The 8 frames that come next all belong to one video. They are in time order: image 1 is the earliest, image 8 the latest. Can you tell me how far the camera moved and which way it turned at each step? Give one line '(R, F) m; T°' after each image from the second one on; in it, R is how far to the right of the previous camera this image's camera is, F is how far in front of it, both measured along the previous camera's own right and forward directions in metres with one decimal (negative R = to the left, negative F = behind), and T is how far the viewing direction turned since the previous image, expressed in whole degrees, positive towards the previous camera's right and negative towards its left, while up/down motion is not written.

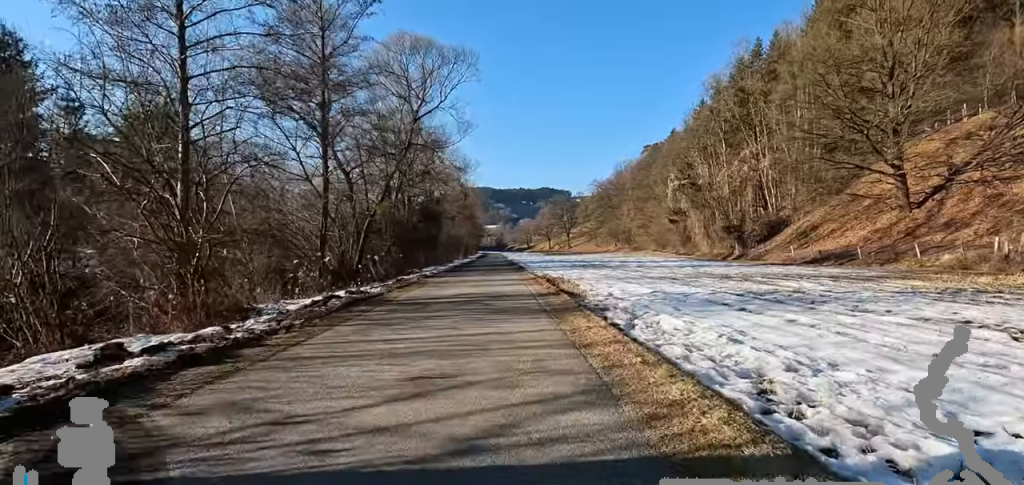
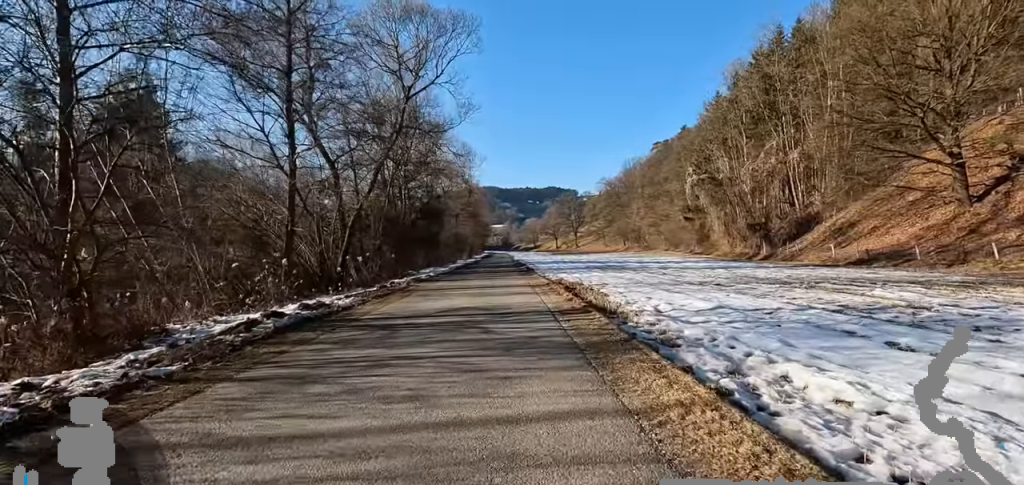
(0.0, +3.8) m; 0°
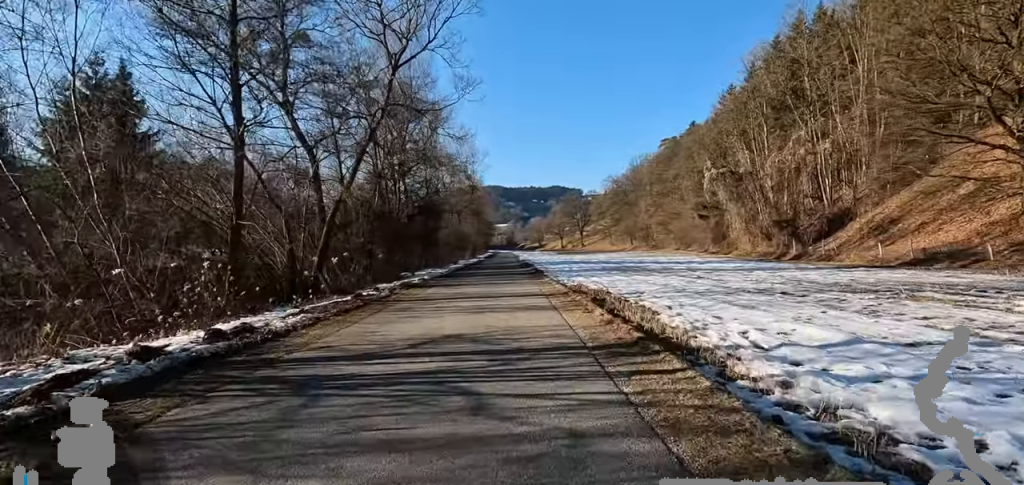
(0.0, +3.8) m; 0°
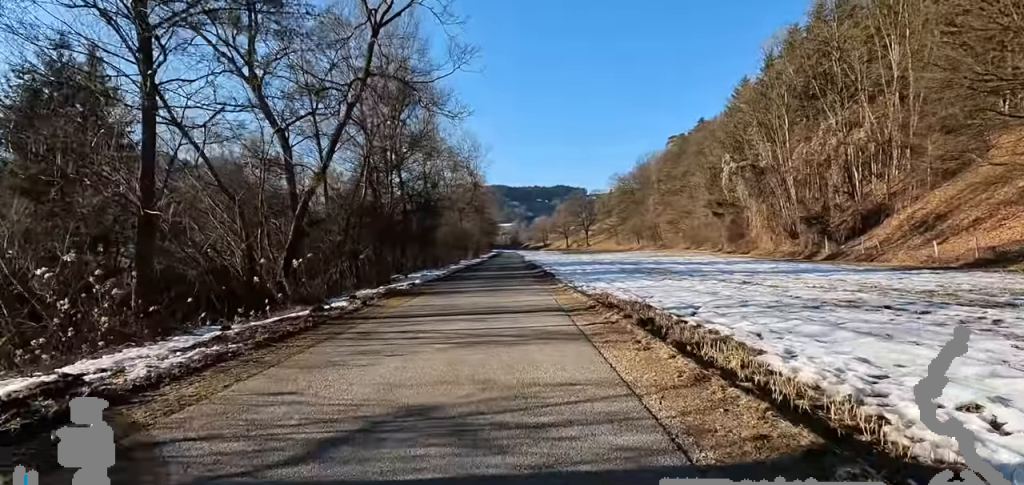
(0.0, +3.5) m; 0°
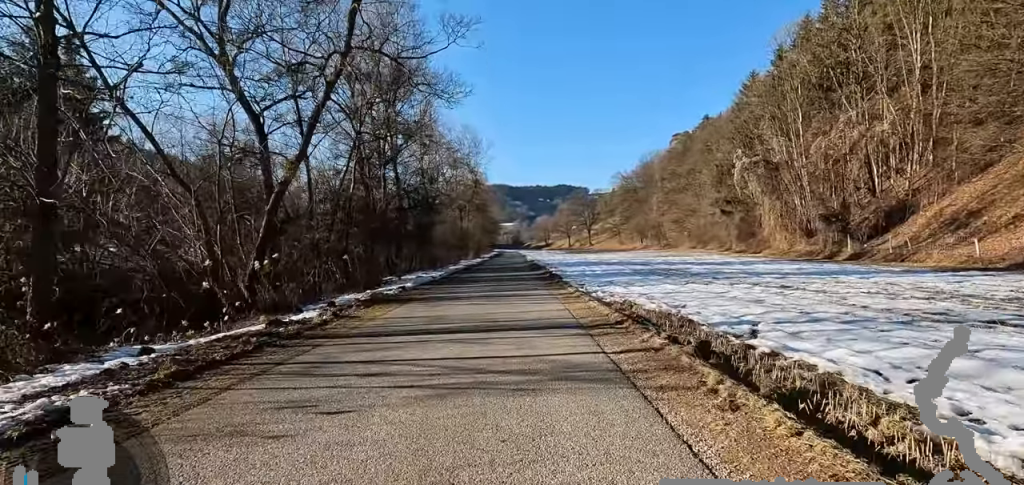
(0.0, +2.2) m; 0°
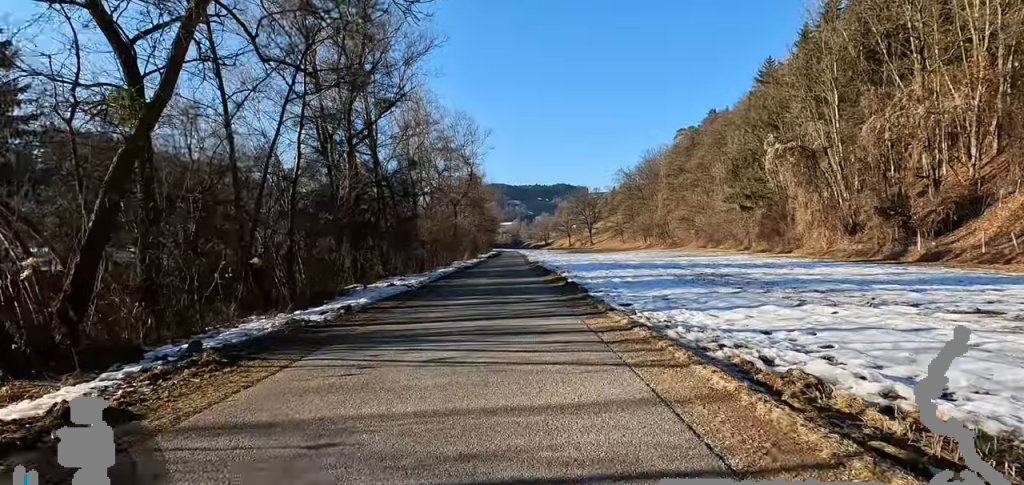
(0.0, +6.1) m; 0°
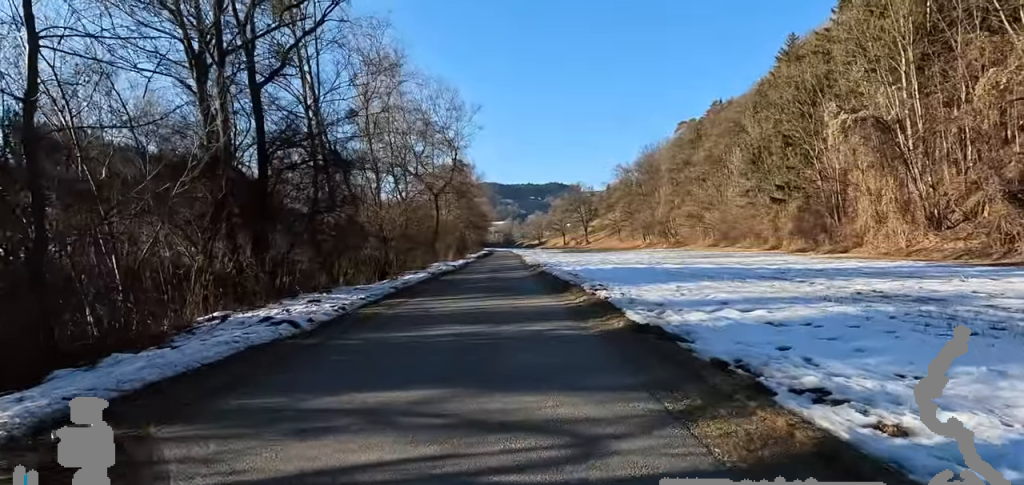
(0.0, +9.3) m; 0°
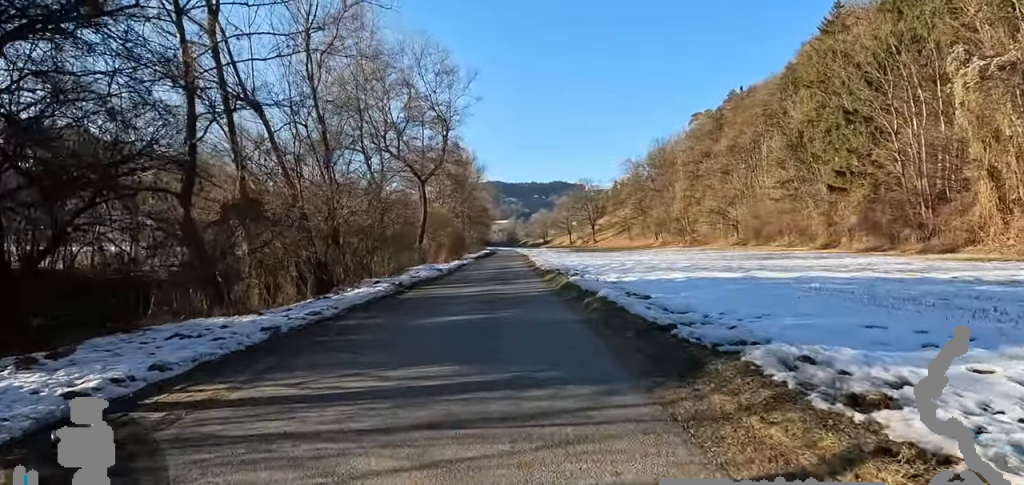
(0.0, +9.1) m; 0°
